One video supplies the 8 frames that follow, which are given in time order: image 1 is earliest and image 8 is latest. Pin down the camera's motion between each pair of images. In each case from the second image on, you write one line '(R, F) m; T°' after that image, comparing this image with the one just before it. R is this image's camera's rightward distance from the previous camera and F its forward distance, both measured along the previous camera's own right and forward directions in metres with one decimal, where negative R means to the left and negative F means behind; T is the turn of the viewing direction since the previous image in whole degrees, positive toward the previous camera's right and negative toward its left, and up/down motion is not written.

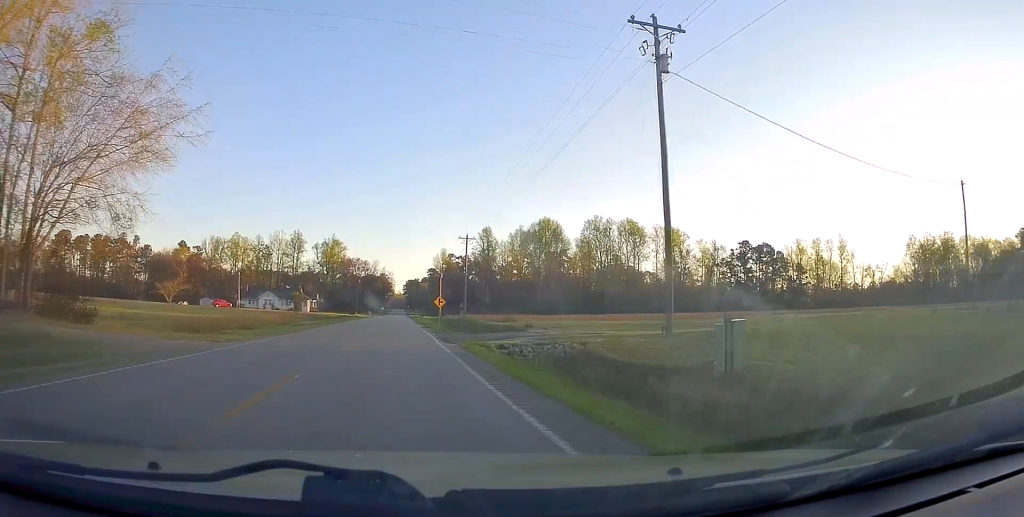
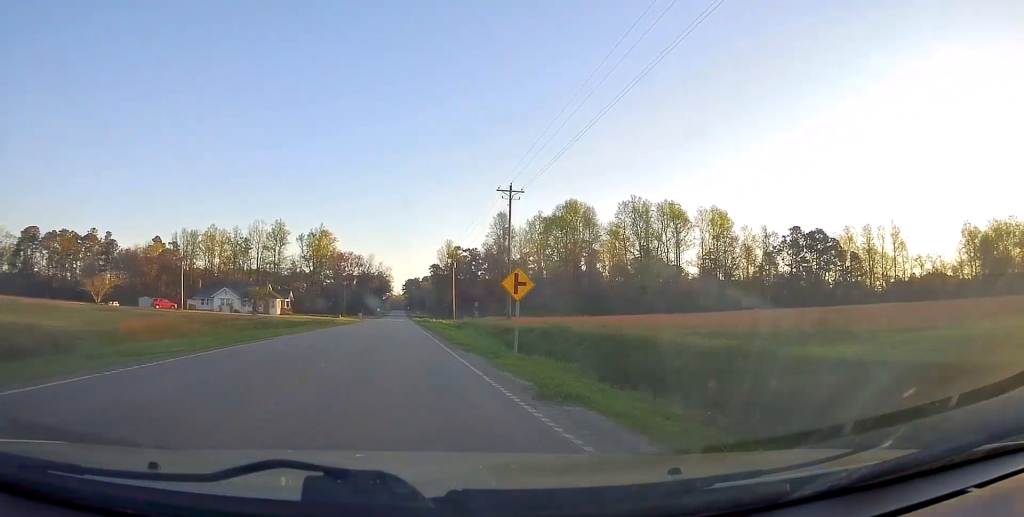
(-0.2, +34.5) m; +1°
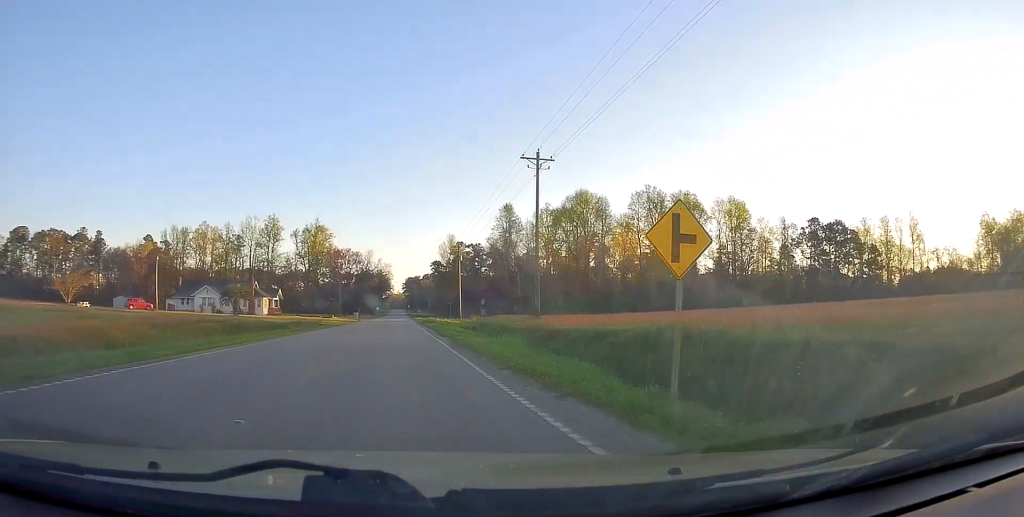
(+0.1, +10.5) m; 0°
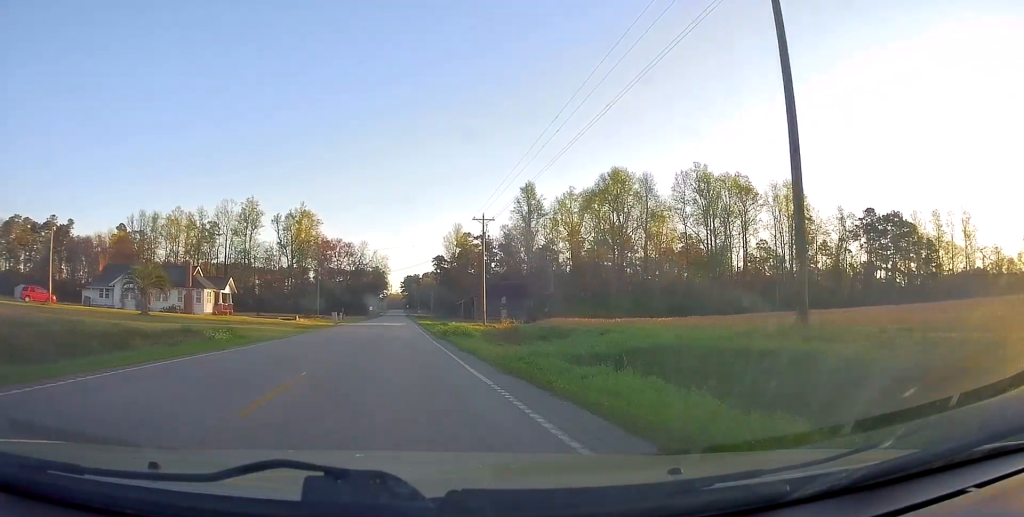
(-0.2, +27.9) m; -1°
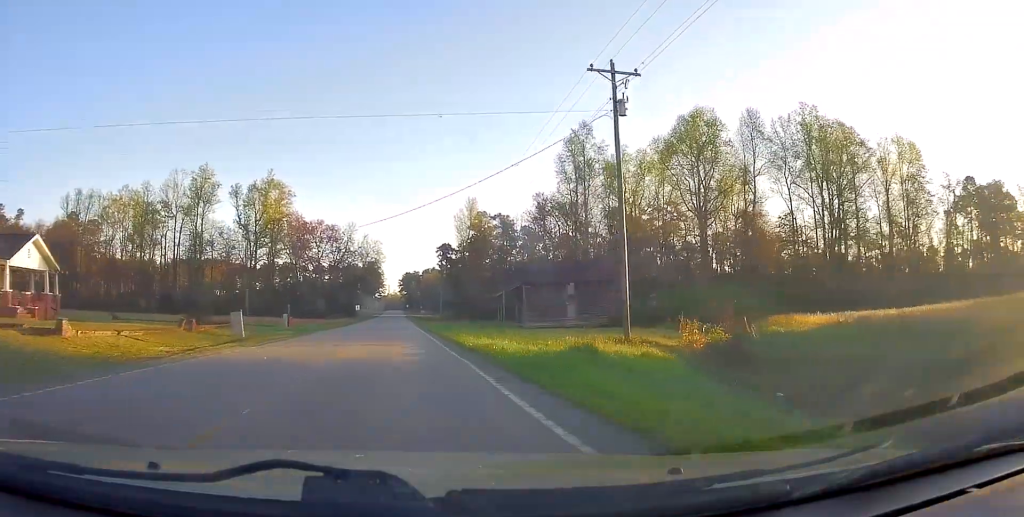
(-0.1, +39.9) m; 0°
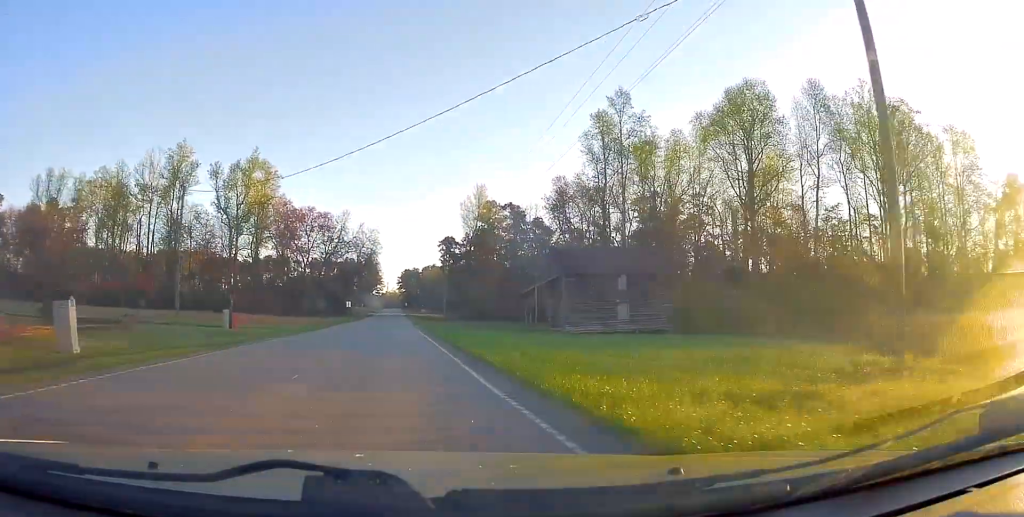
(0.0, +14.4) m; 0°
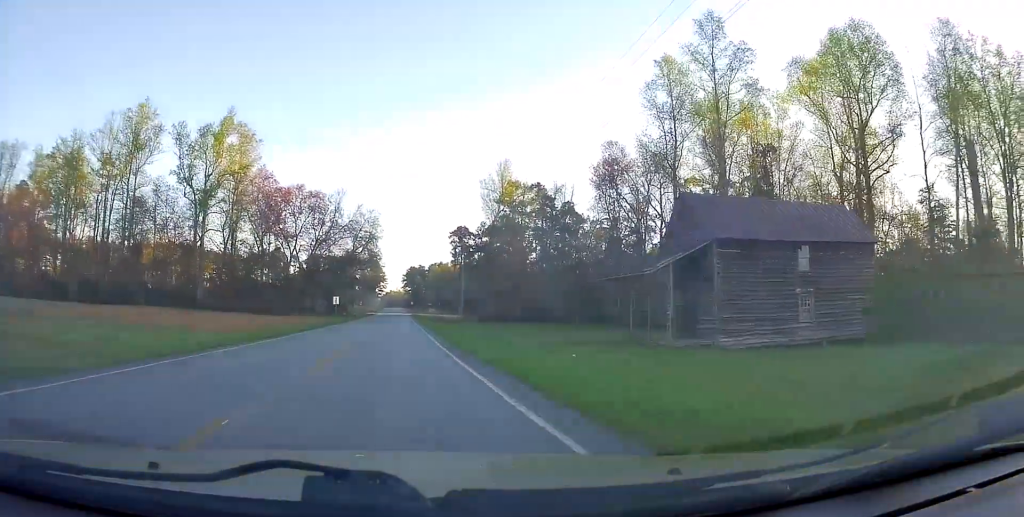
(0.0, +22.1) m; 0°
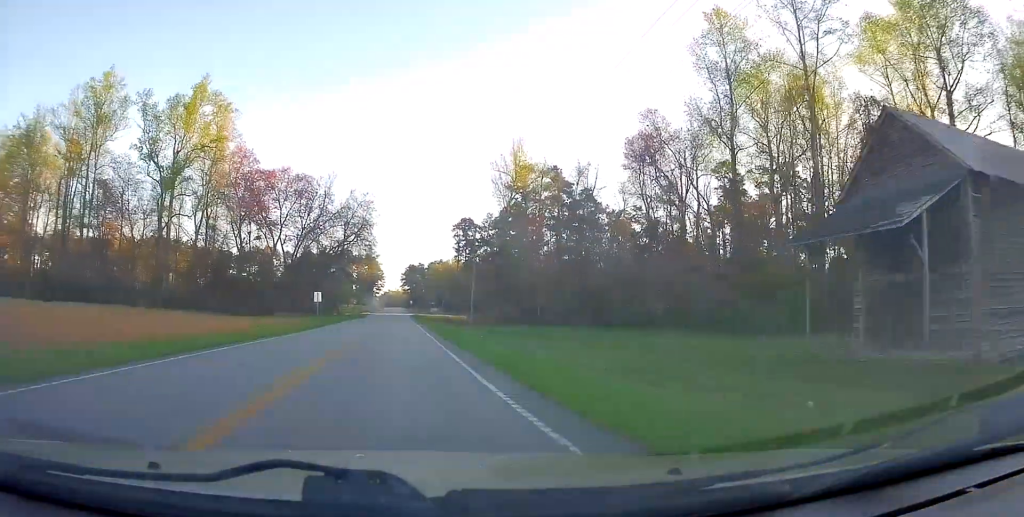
(0.0, +13.3) m; 0°
